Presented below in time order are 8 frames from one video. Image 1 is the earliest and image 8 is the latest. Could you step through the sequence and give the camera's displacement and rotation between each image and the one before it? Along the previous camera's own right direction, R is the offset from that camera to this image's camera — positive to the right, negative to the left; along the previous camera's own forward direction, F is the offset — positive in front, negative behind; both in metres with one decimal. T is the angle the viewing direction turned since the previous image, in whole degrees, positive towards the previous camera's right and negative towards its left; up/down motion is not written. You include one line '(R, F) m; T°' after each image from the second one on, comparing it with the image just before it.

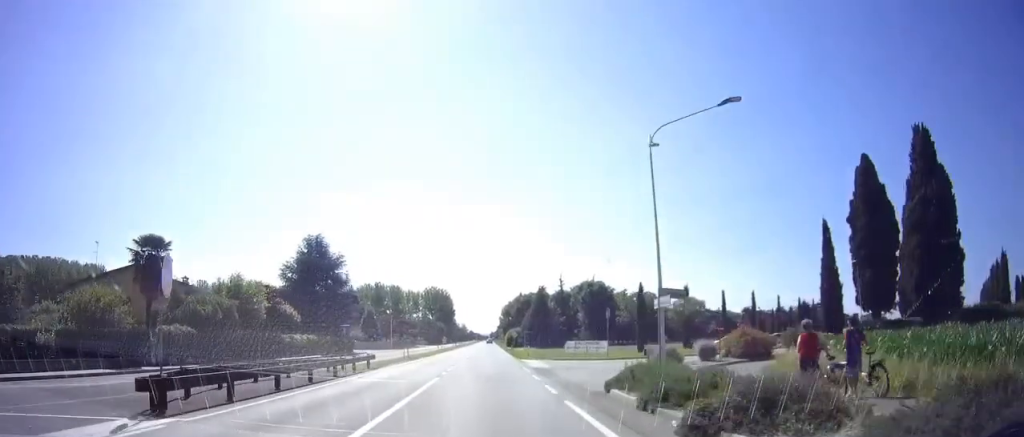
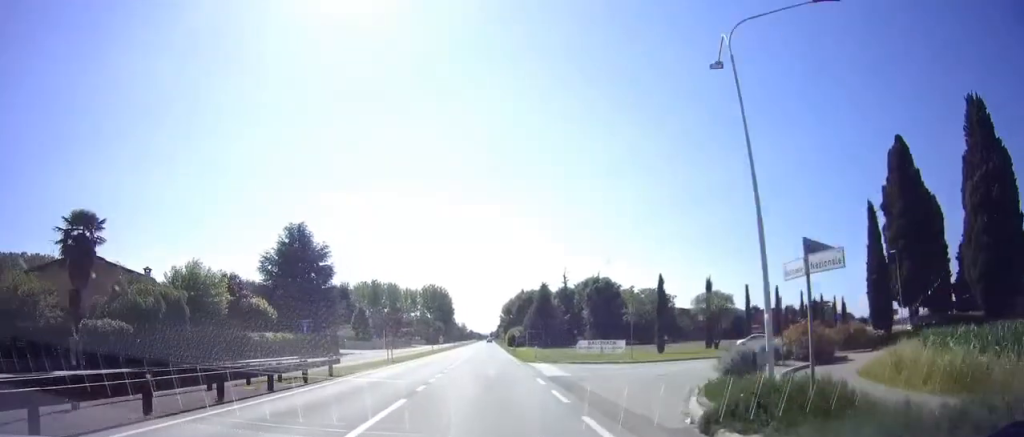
(0.0, +7.1) m; 0°
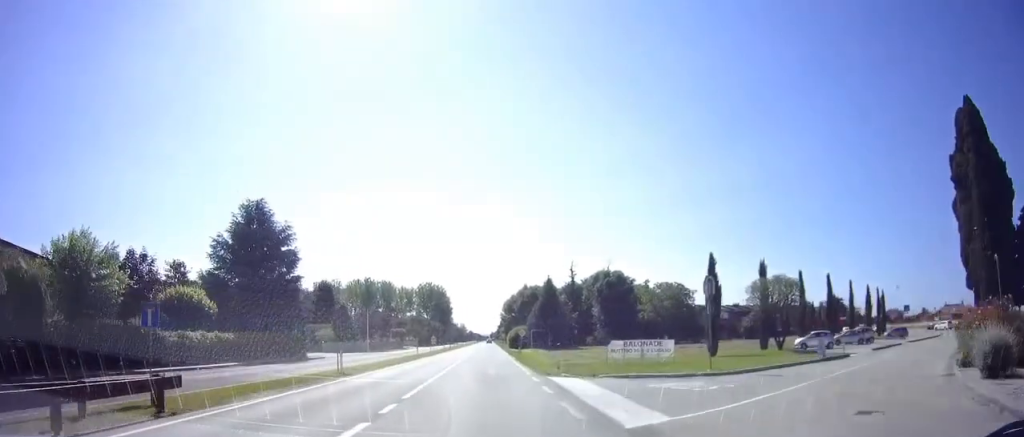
(+0.1, +12.3) m; 0°
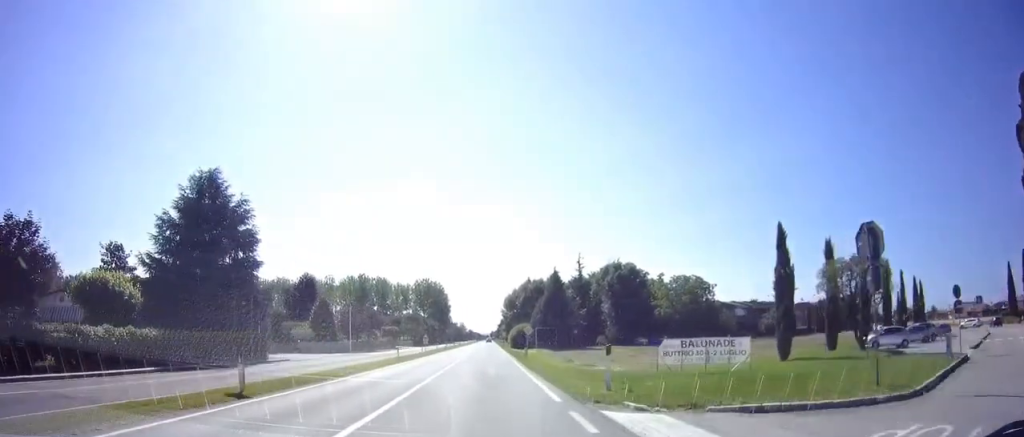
(+0.2, +9.9) m; 0°
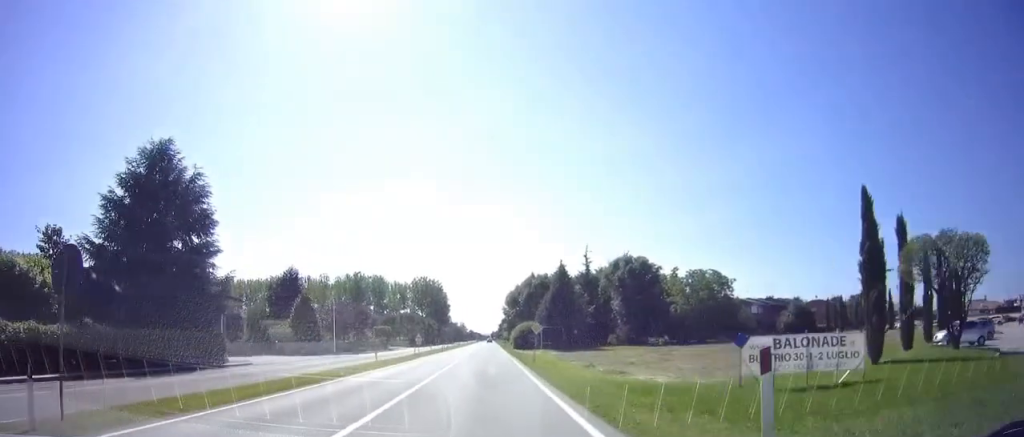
(-0.1, +8.2) m; 0°
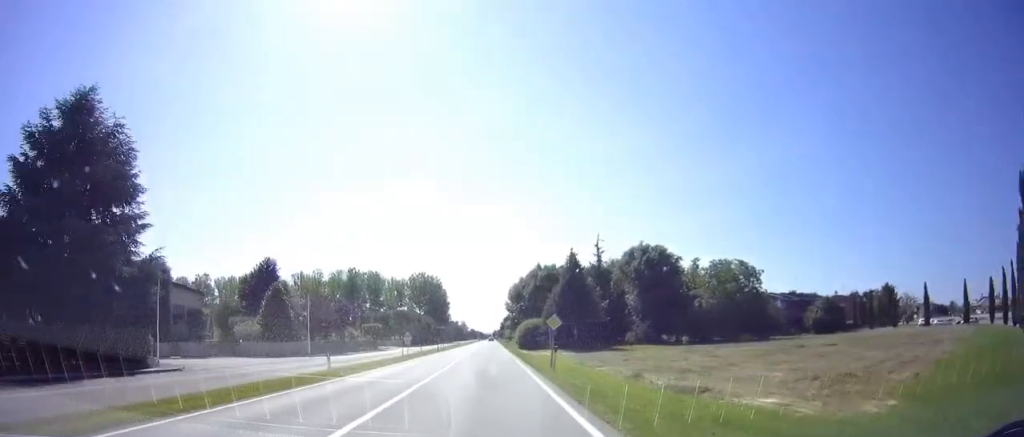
(-0.2, +8.7) m; 0°
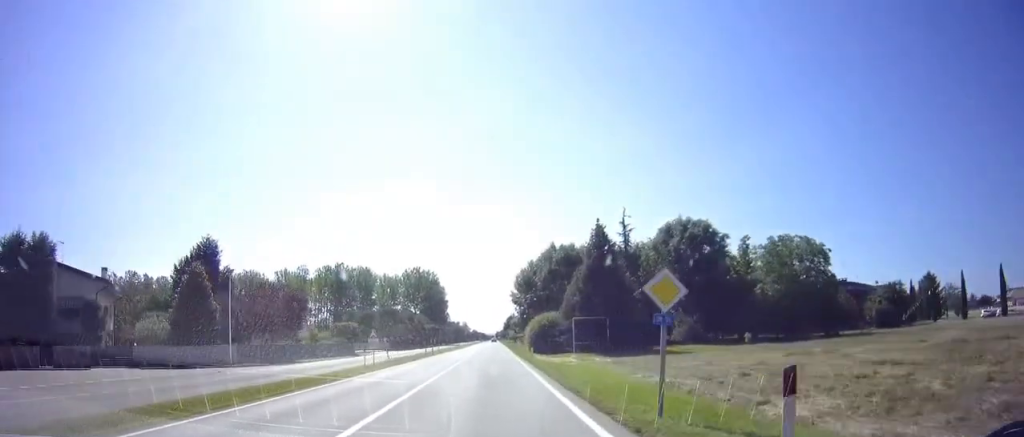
(+0.1, +17.4) m; 0°
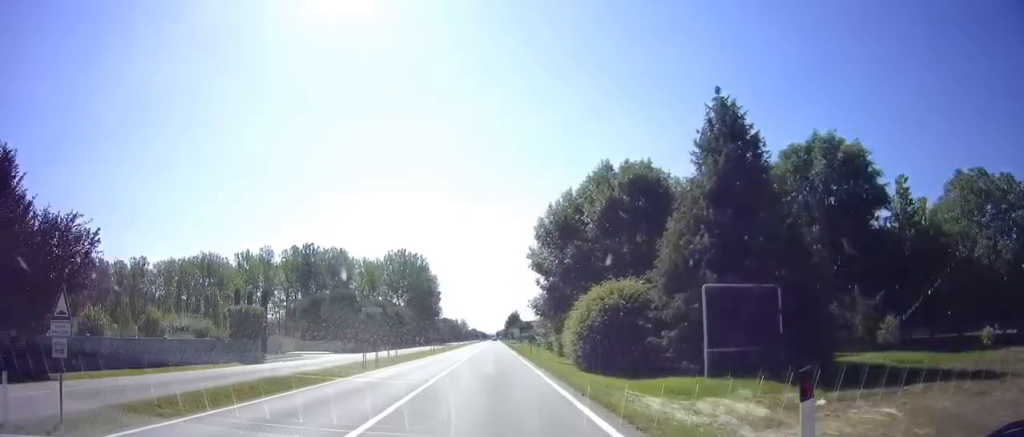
(-0.1, +29.6) m; +1°
